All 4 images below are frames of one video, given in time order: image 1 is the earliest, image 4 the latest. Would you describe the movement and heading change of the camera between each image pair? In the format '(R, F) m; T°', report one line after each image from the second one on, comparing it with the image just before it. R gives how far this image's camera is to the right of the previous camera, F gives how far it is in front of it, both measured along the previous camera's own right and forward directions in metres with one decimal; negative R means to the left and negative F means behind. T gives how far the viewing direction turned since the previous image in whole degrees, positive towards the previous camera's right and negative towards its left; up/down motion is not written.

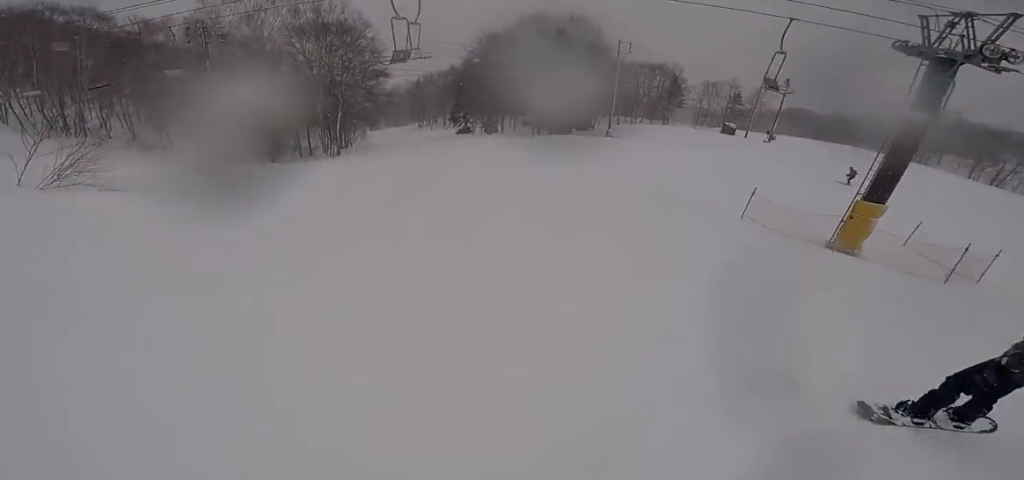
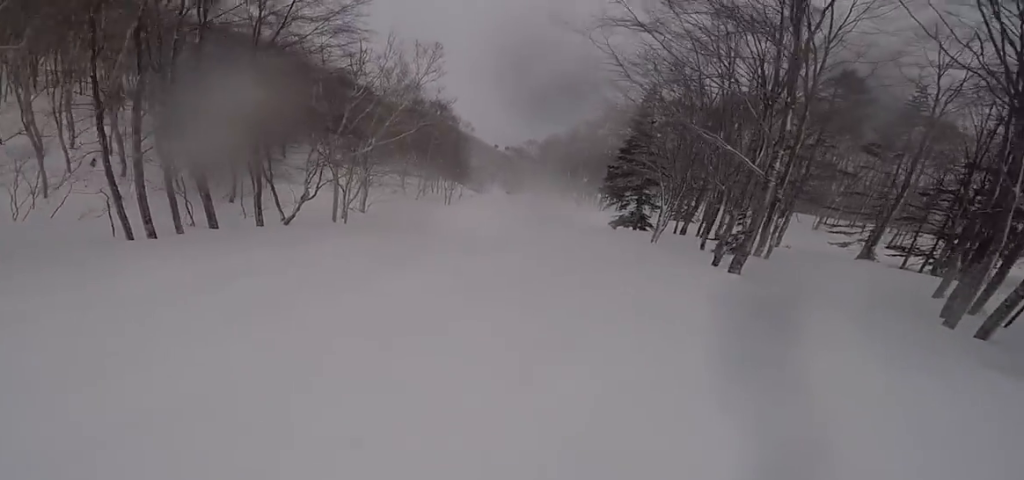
(-8.2, +41.5) m; -17°
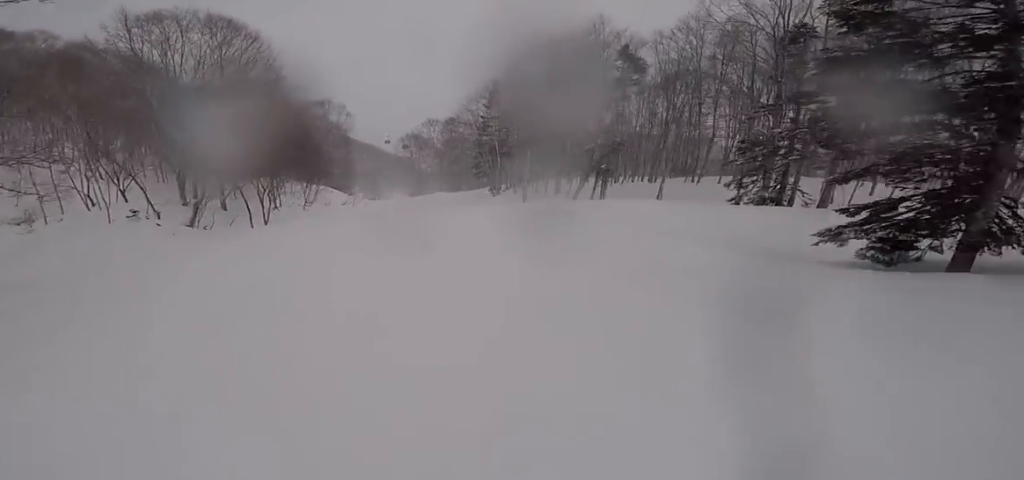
(-0.7, +27.4) m; -7°
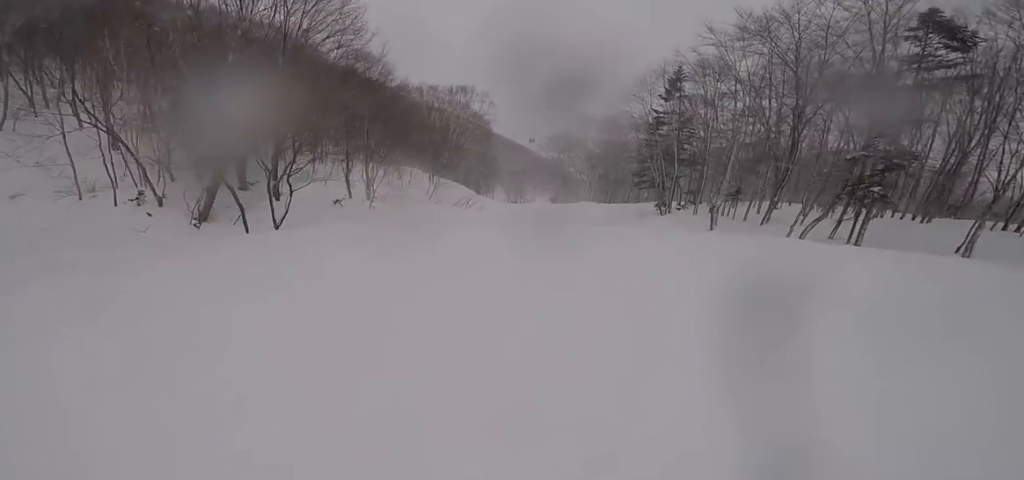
(-0.3, +9.3) m; 0°
